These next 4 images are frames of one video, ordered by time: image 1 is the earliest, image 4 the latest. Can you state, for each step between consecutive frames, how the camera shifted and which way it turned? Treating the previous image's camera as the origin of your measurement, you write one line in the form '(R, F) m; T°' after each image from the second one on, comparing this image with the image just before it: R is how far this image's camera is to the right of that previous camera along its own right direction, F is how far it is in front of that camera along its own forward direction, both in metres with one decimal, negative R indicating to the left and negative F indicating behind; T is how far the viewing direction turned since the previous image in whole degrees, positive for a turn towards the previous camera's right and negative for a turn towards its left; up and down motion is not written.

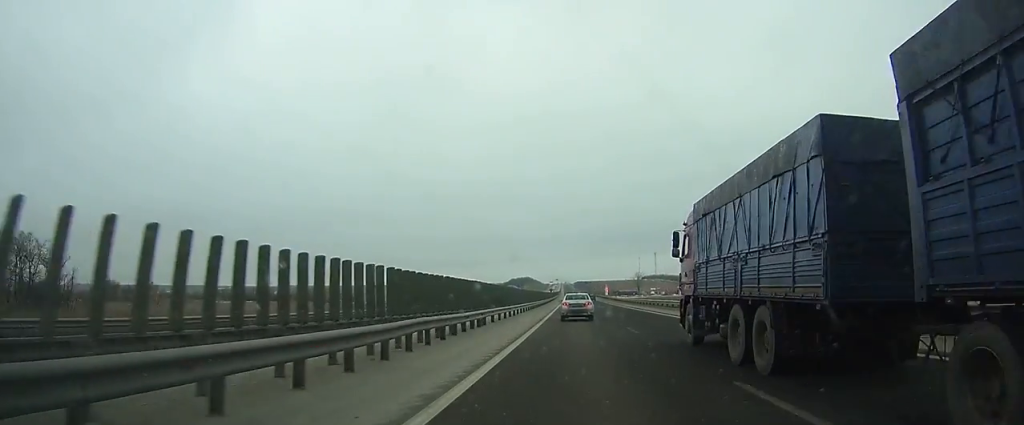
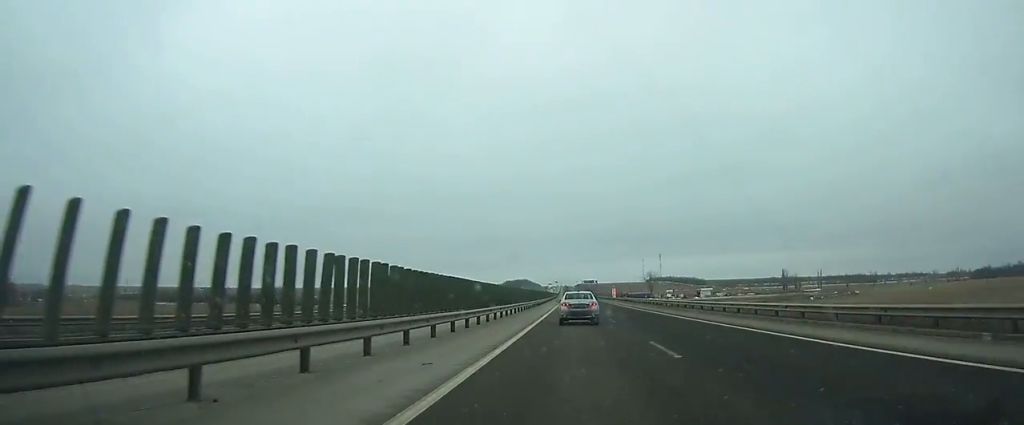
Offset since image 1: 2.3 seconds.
(0.0, +70.8) m; 0°
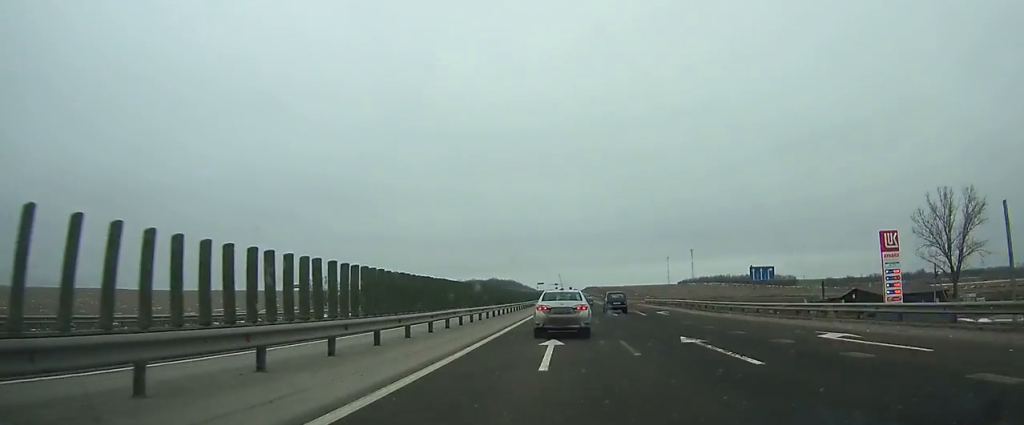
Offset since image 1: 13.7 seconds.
(-2.6, +315.5) m; -1°
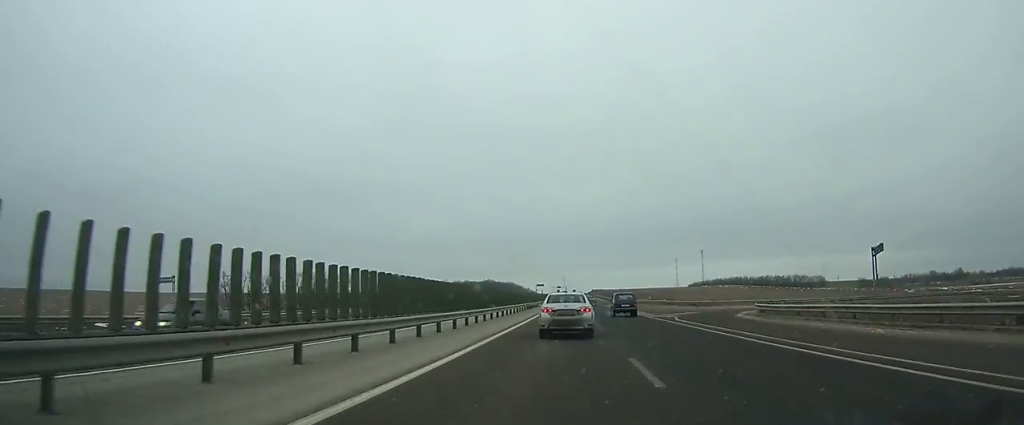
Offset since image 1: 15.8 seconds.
(+0.1, +53.2) m; 0°
